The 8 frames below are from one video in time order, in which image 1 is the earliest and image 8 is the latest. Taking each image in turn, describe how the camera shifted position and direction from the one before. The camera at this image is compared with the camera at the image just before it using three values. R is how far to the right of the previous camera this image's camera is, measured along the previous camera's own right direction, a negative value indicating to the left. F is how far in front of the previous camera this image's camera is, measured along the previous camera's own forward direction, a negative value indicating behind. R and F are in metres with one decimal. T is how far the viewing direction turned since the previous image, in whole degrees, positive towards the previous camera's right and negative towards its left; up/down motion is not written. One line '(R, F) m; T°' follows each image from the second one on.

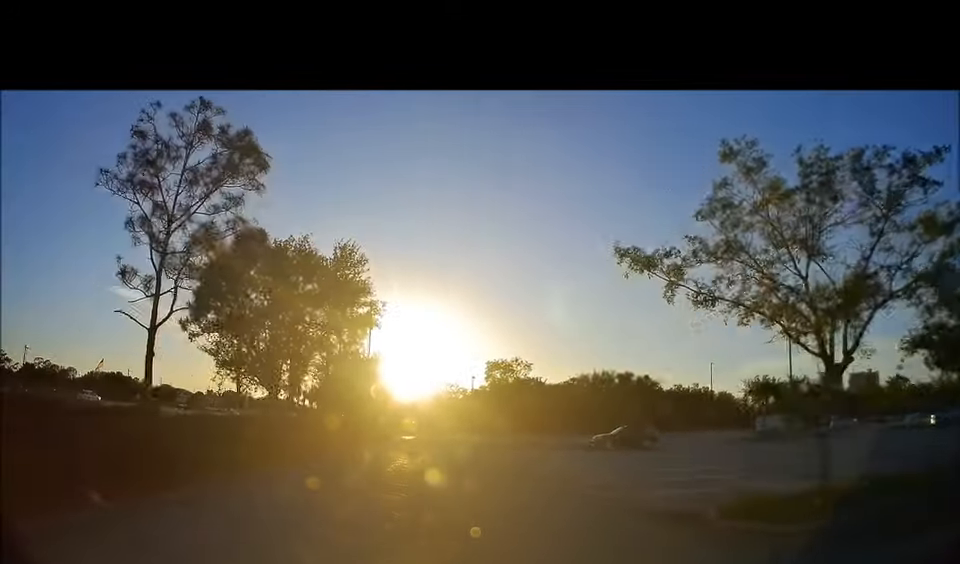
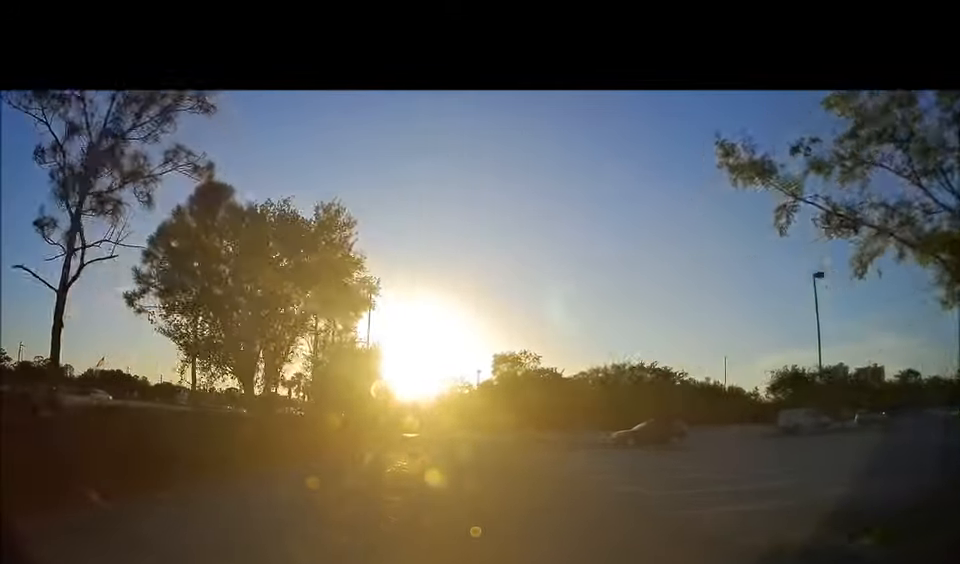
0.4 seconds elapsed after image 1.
(-0.6, +3.5) m; -3°
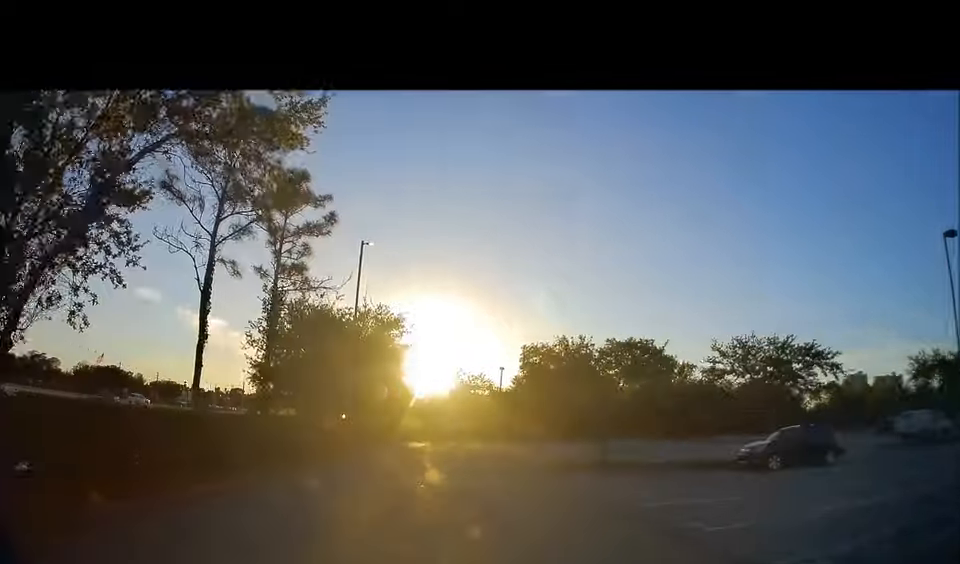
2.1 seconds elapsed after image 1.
(-0.2, +13.7) m; +5°
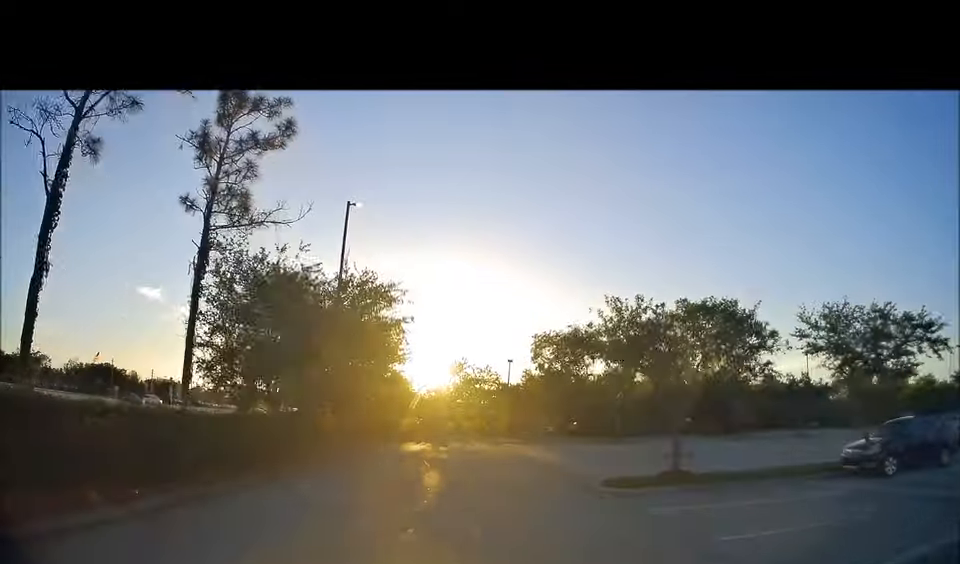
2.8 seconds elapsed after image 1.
(0.0, +6.4) m; 0°
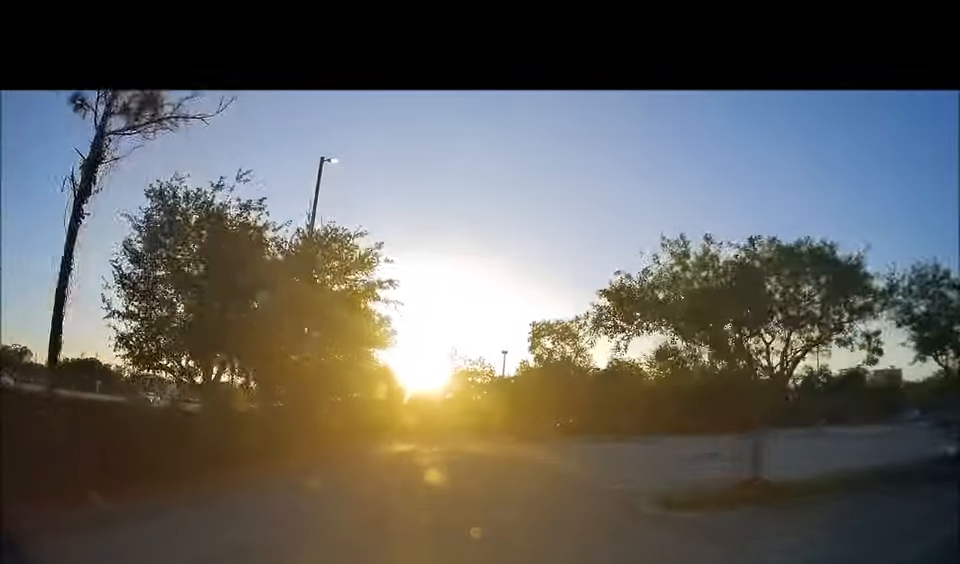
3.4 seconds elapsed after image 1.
(0.0, +5.0) m; +2°
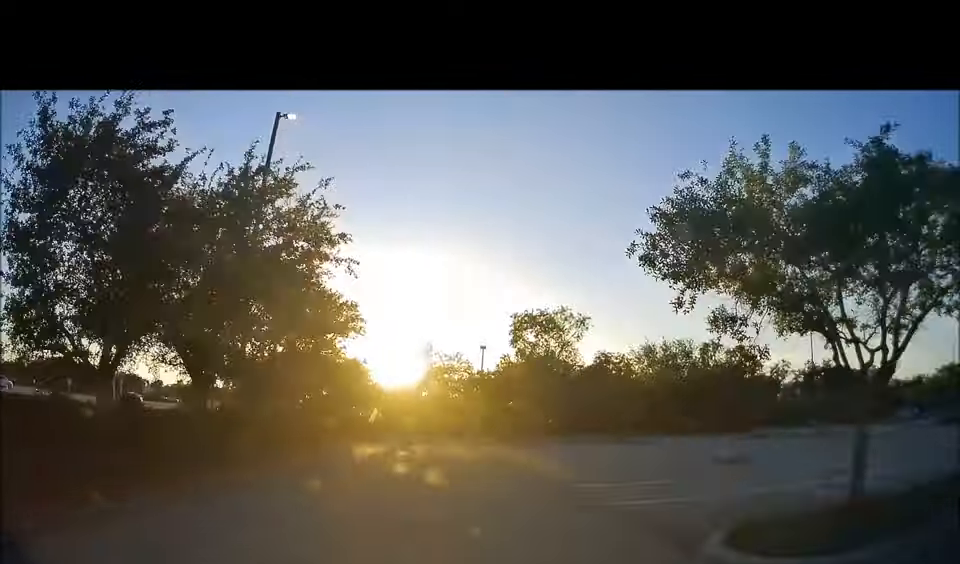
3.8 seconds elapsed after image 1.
(-0.2, +4.2) m; +3°
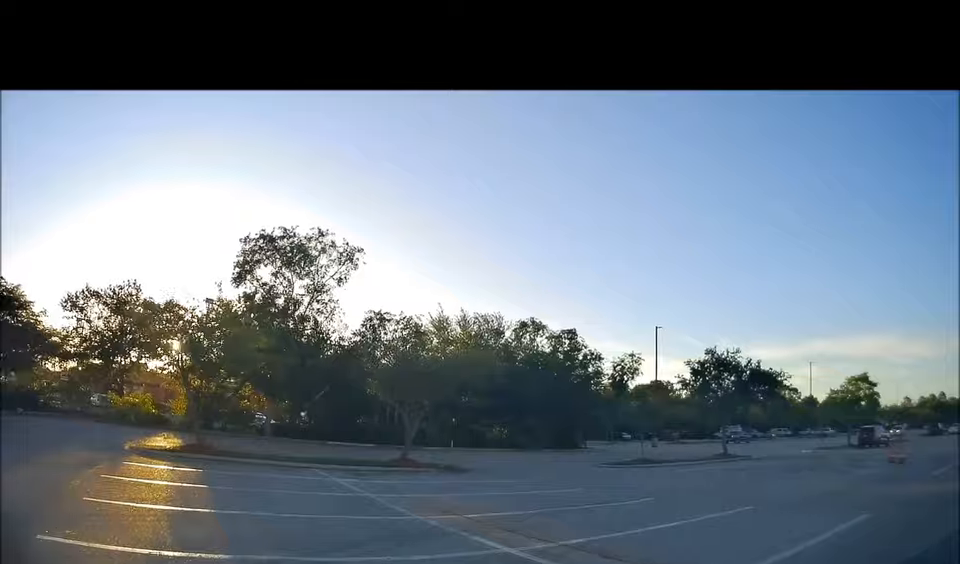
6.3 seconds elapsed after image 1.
(+3.6, +19.3) m; +22°
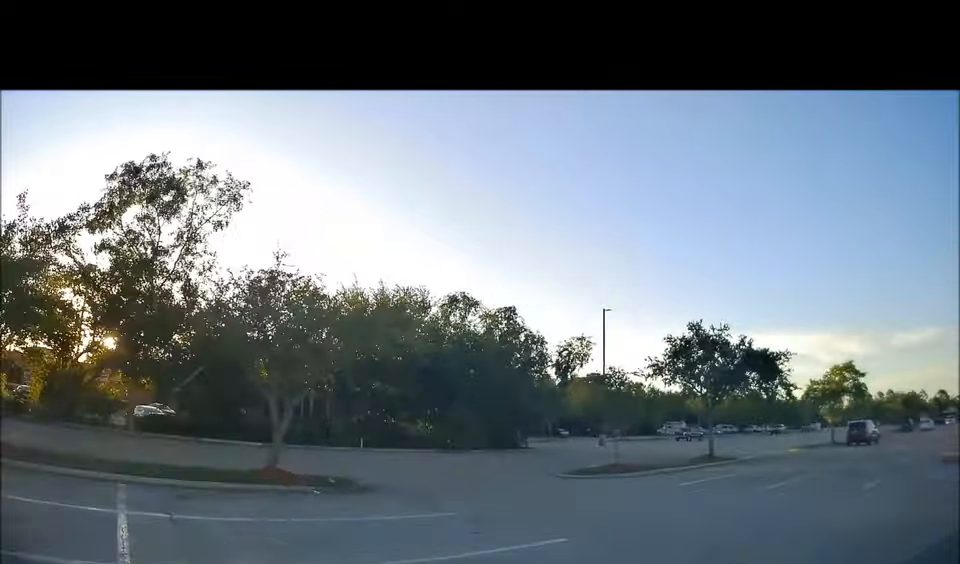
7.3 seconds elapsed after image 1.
(+1.0, +7.8) m; +12°
